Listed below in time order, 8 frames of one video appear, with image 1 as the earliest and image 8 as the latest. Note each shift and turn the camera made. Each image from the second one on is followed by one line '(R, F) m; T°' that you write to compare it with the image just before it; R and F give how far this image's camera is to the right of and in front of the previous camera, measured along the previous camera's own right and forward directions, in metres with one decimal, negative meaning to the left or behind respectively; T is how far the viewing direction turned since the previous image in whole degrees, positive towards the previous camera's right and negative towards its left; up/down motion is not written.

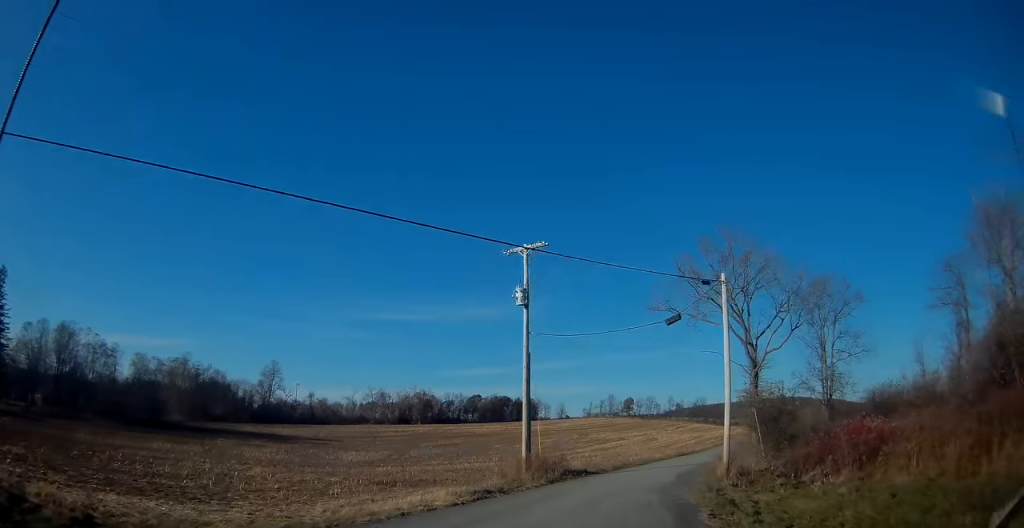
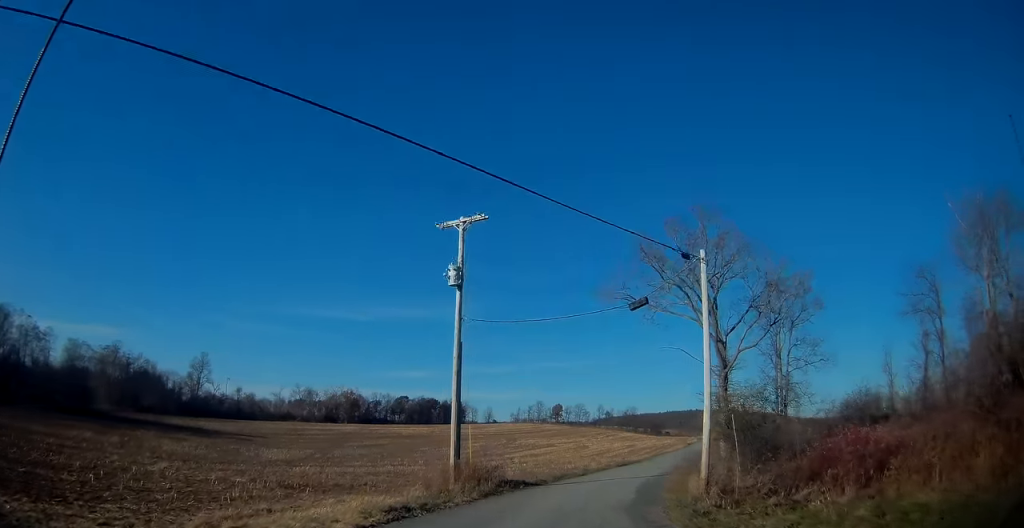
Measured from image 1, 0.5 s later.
(+0.1, +4.4) m; +4°
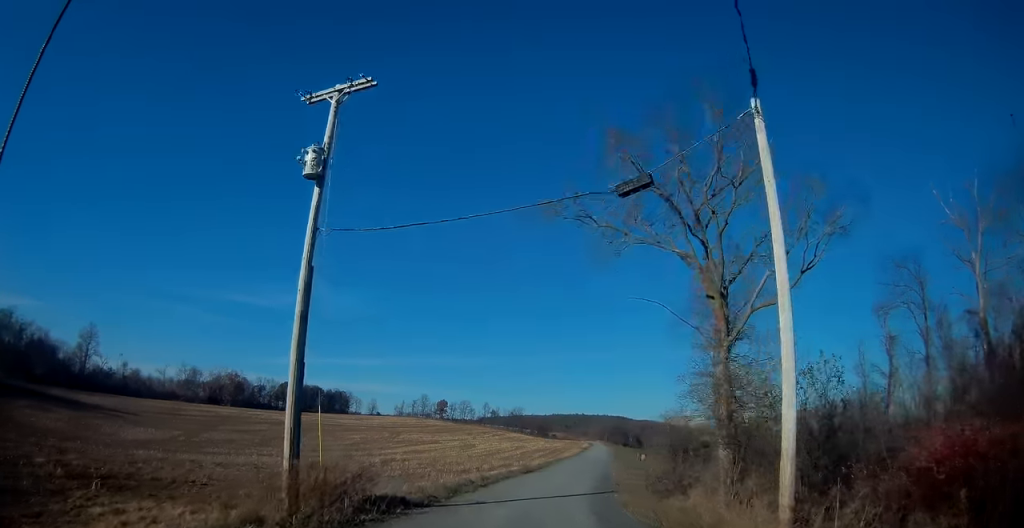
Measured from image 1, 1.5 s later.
(+0.9, +10.3) m; +7°
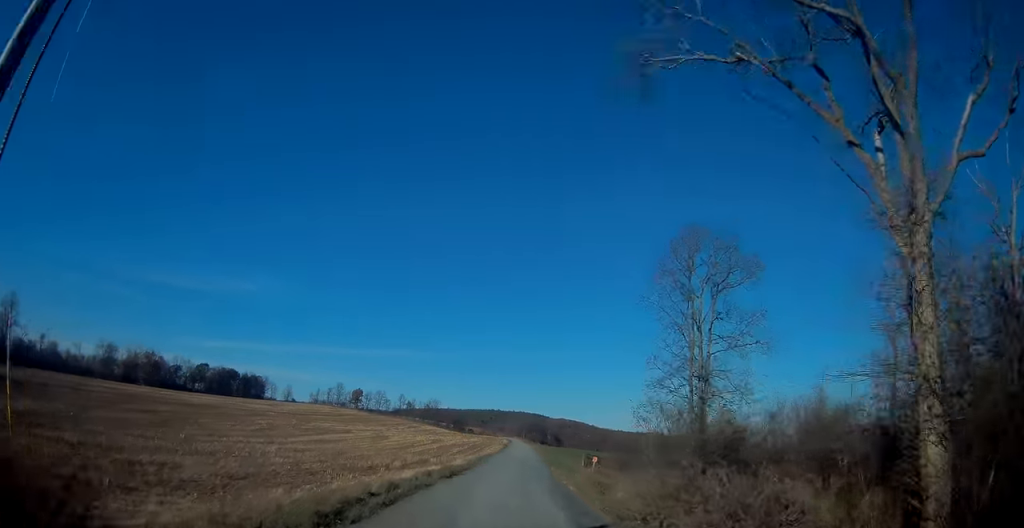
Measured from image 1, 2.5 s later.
(+0.4, +10.7) m; +5°
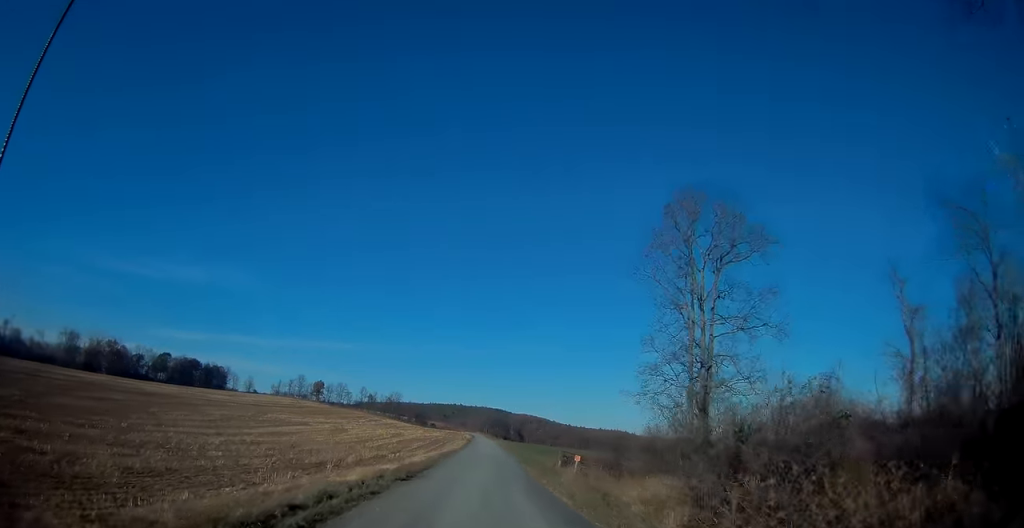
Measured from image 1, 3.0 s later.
(+0.3, +5.7) m; +2°
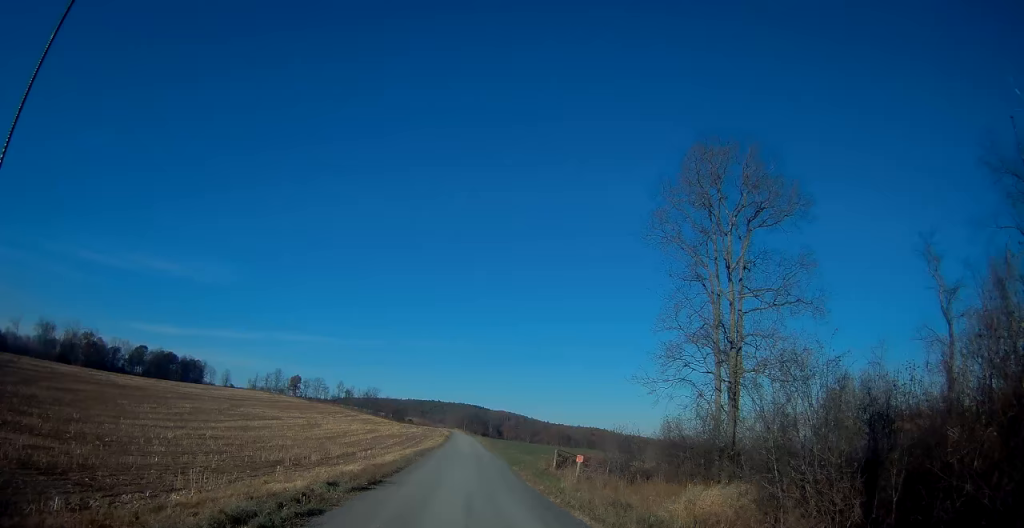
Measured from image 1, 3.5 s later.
(+0.1, +5.7) m; +2°
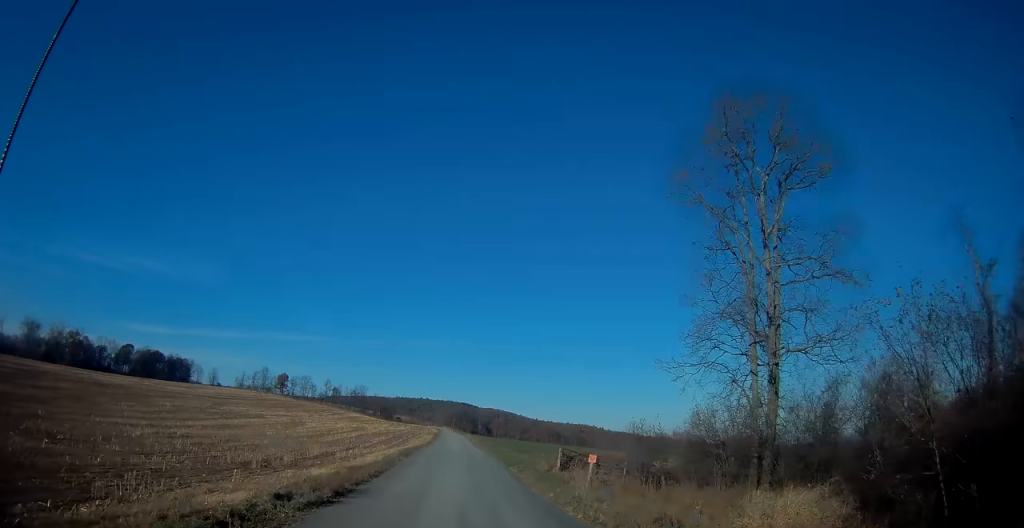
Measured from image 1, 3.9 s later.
(0.0, +4.3) m; 0°
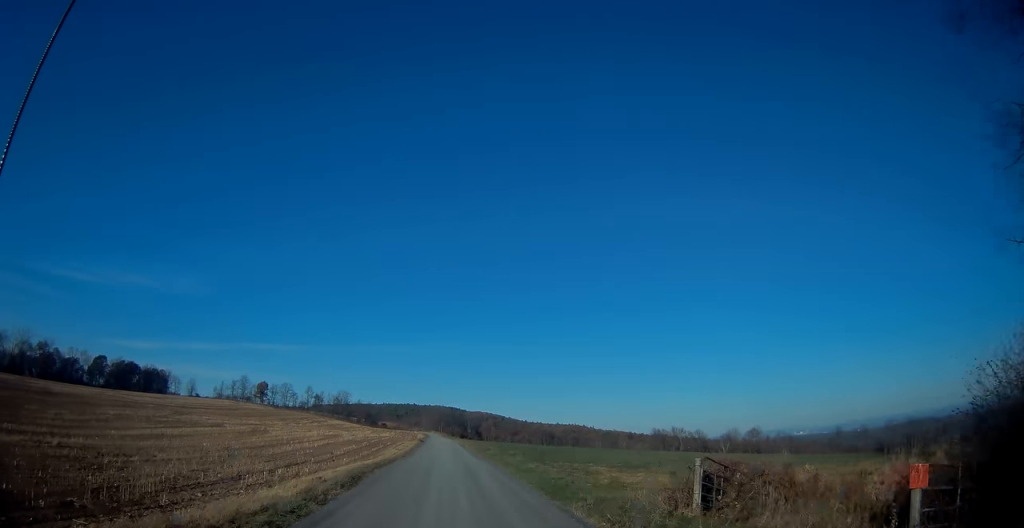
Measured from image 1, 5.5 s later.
(+0.2, +18.0) m; +1°
